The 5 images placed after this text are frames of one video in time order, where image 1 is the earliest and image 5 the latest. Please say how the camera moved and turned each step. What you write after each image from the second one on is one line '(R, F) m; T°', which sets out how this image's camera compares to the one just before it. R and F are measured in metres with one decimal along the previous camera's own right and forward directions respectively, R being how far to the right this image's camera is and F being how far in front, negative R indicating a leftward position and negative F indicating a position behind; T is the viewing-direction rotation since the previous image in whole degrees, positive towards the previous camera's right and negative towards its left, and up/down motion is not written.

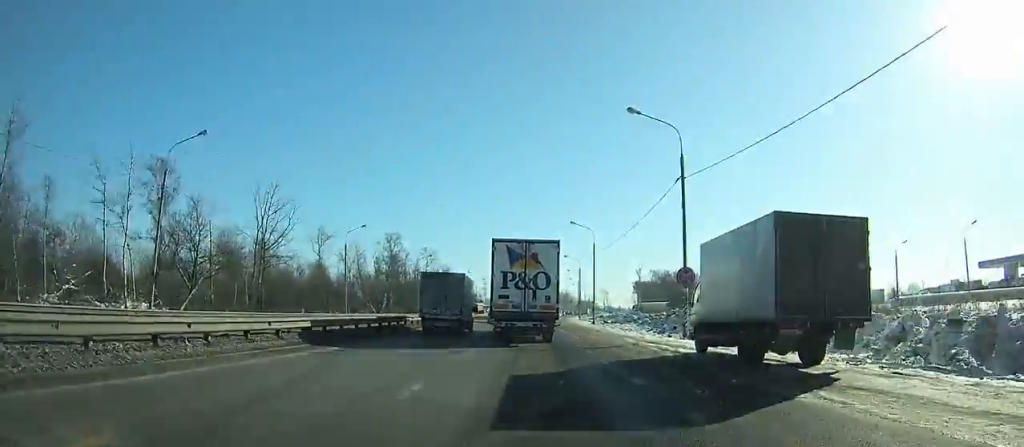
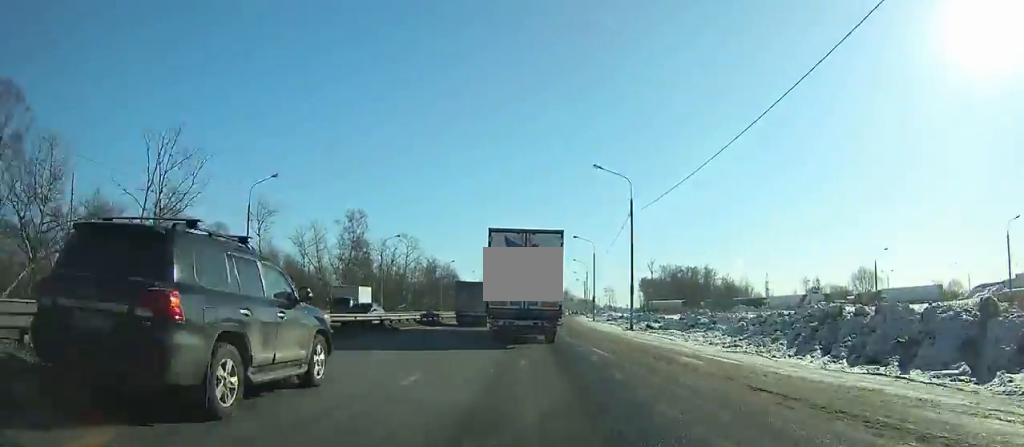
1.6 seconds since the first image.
(+0.2, +23.0) m; +1°
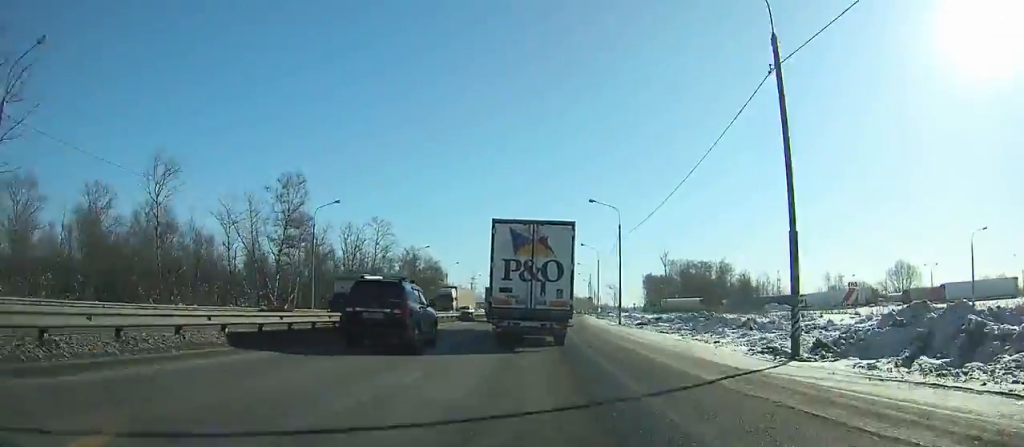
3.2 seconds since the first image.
(+0.1, +22.9) m; +1°
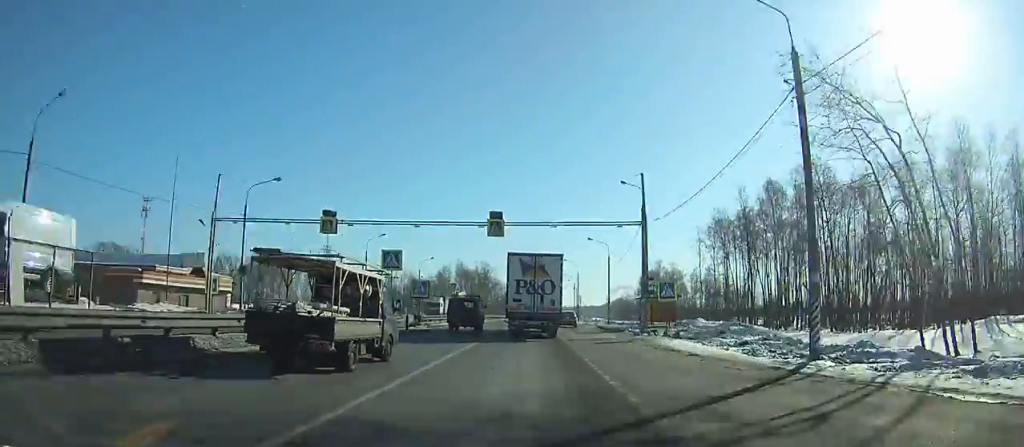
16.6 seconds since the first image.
(+13.2, +199.7) m; +6°
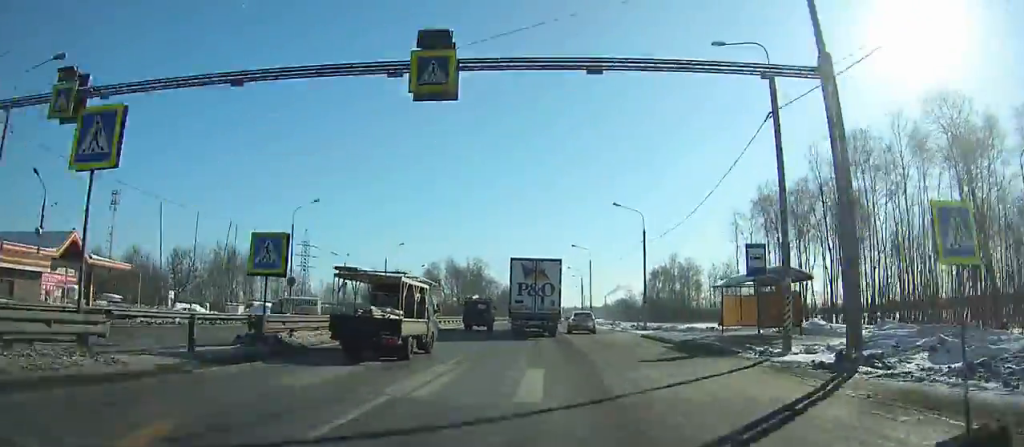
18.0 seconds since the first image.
(+0.1, +22.9) m; 0°
